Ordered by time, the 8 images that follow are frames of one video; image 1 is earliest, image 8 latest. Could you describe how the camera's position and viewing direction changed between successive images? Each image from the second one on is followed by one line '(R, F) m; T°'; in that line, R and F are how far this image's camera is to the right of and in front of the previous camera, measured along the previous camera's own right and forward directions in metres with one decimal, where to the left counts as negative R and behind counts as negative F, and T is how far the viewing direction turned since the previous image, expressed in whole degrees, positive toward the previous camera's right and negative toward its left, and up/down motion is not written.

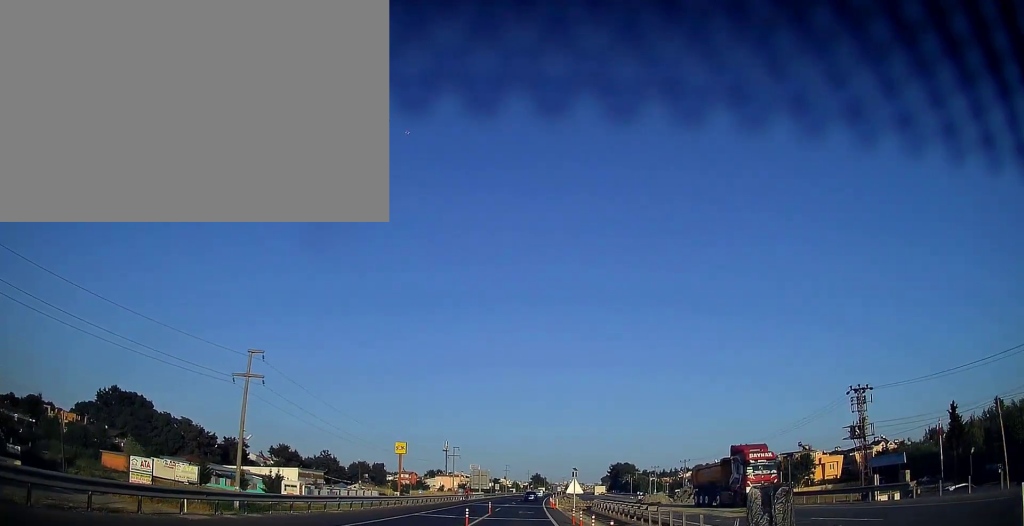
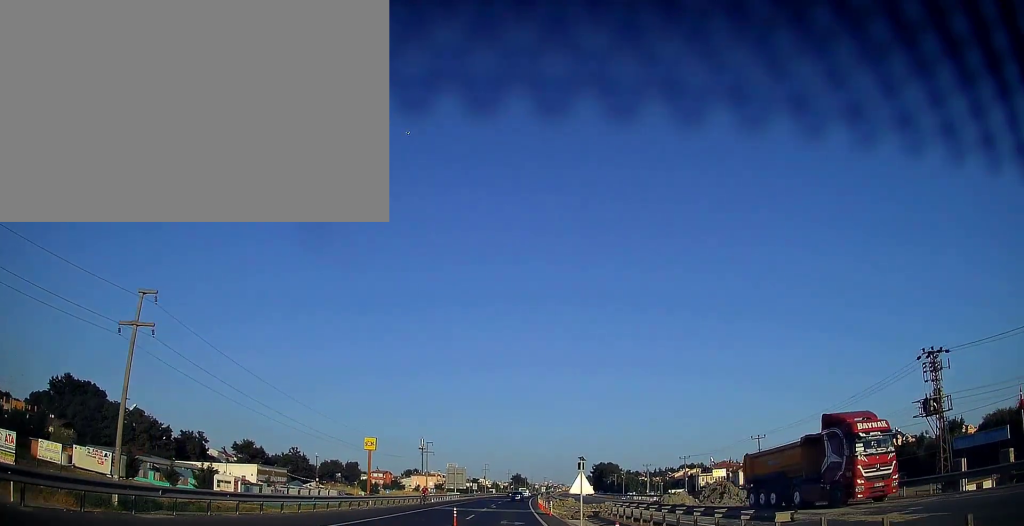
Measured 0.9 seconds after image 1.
(+0.3, +14.2) m; +2°
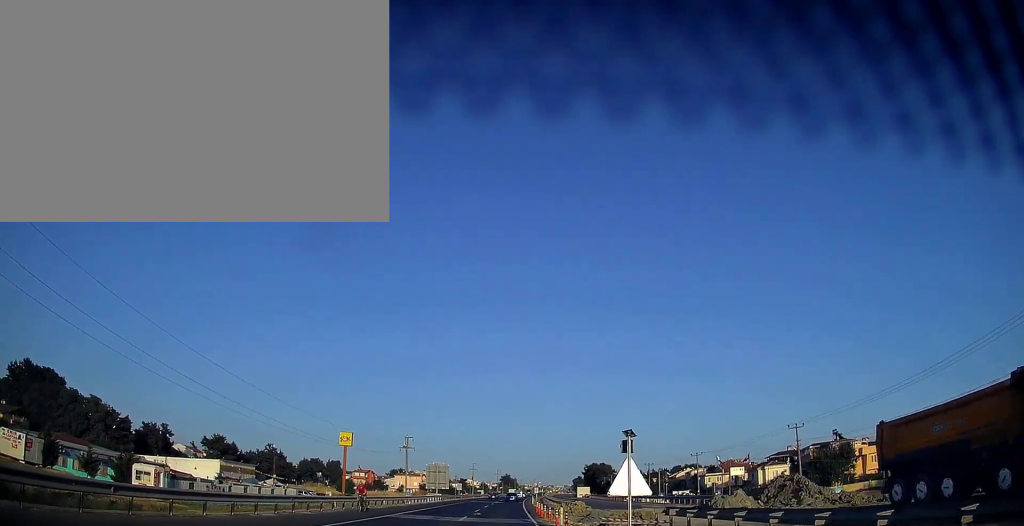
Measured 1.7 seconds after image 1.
(+0.1, +14.1) m; +1°
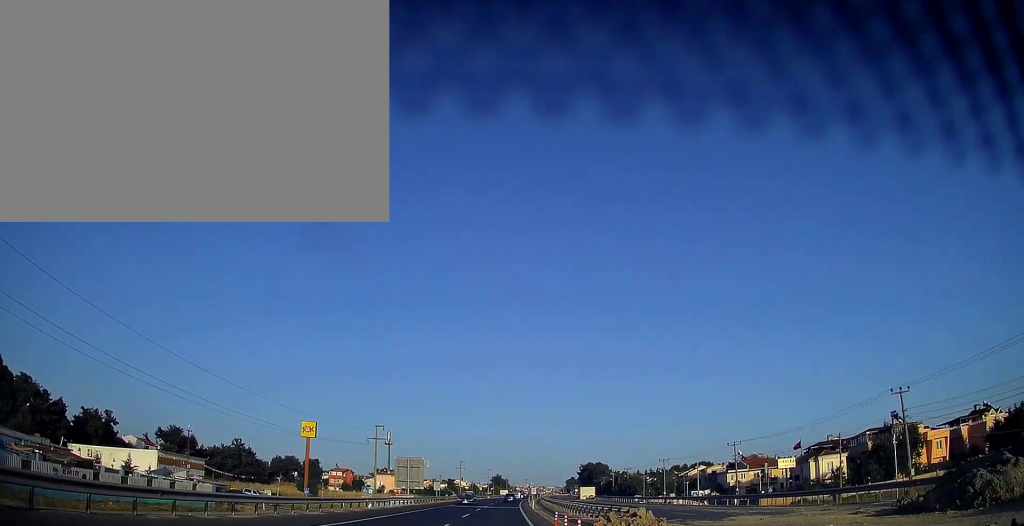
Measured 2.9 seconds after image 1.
(+0.3, +21.6) m; +1°
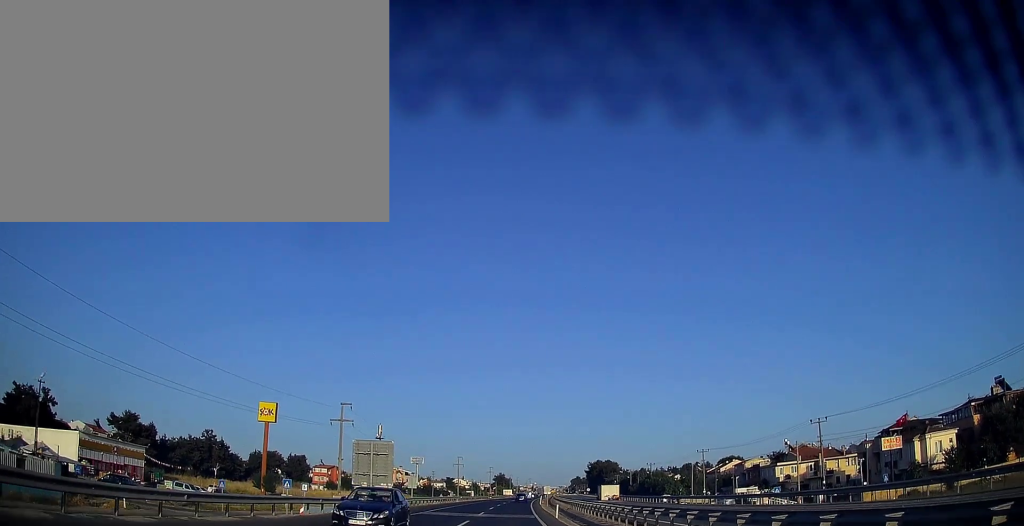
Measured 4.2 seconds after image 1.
(0.0, +22.9) m; 0°
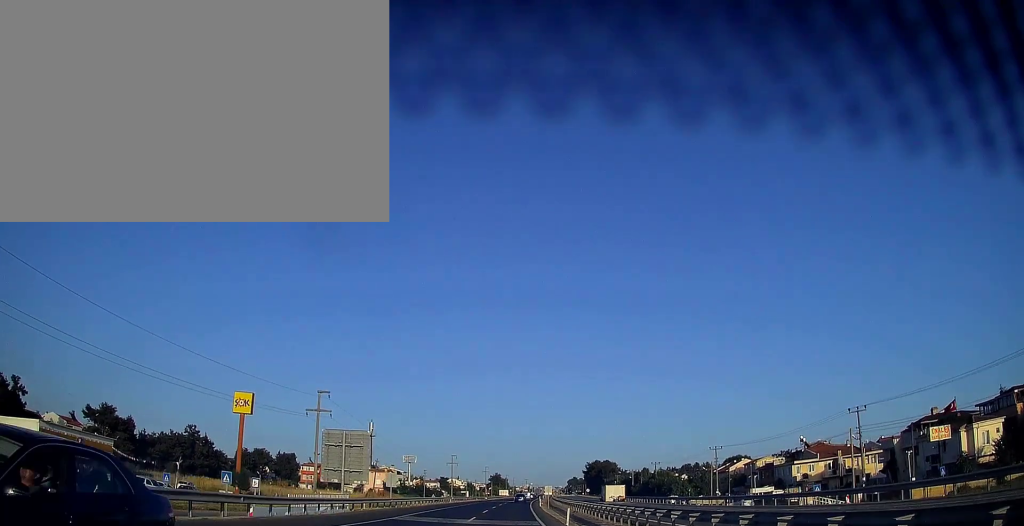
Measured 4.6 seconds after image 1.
(0.0, +9.1) m; 0°
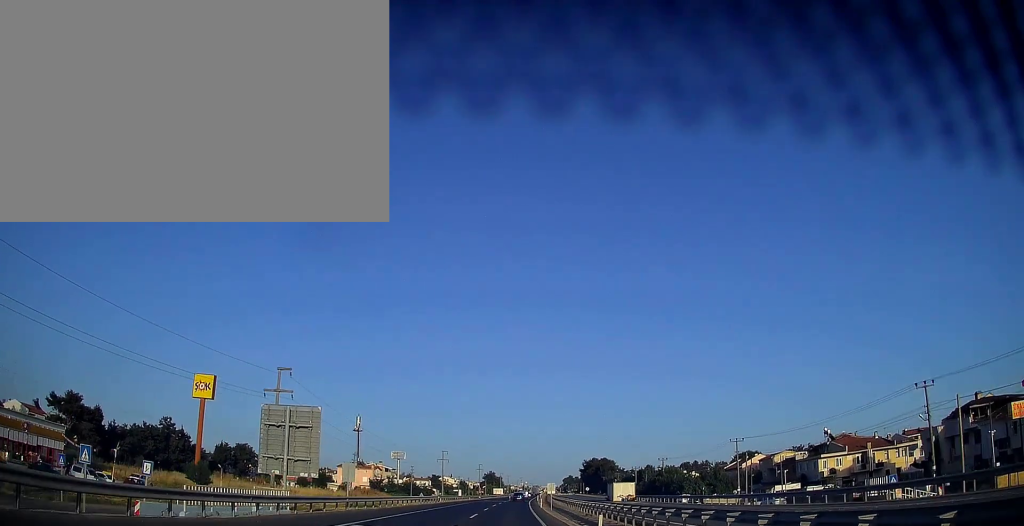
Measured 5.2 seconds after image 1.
(0.0, +10.5) m; 0°
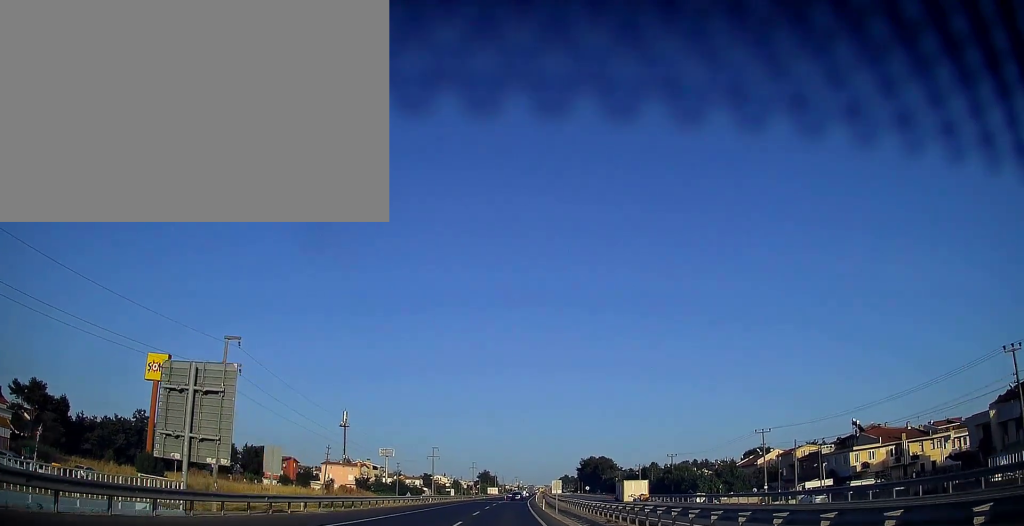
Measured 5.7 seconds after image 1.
(0.0, +11.6) m; +1°
